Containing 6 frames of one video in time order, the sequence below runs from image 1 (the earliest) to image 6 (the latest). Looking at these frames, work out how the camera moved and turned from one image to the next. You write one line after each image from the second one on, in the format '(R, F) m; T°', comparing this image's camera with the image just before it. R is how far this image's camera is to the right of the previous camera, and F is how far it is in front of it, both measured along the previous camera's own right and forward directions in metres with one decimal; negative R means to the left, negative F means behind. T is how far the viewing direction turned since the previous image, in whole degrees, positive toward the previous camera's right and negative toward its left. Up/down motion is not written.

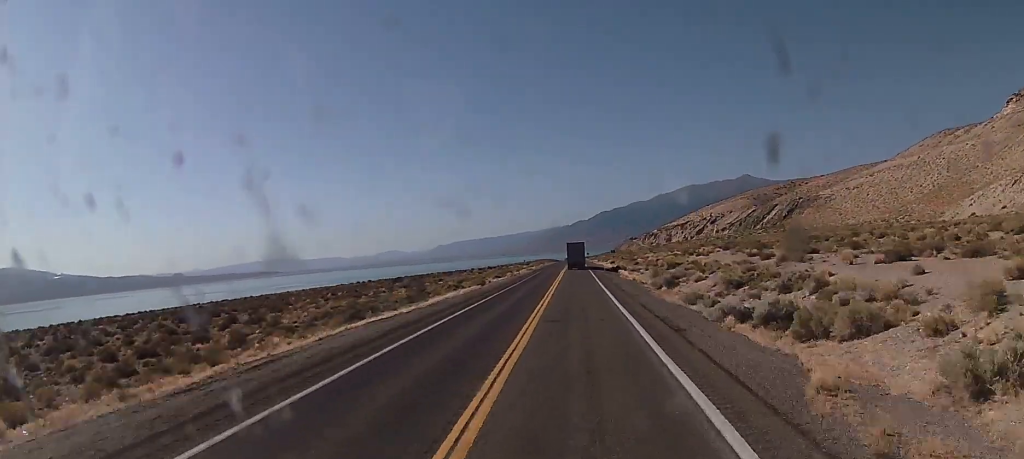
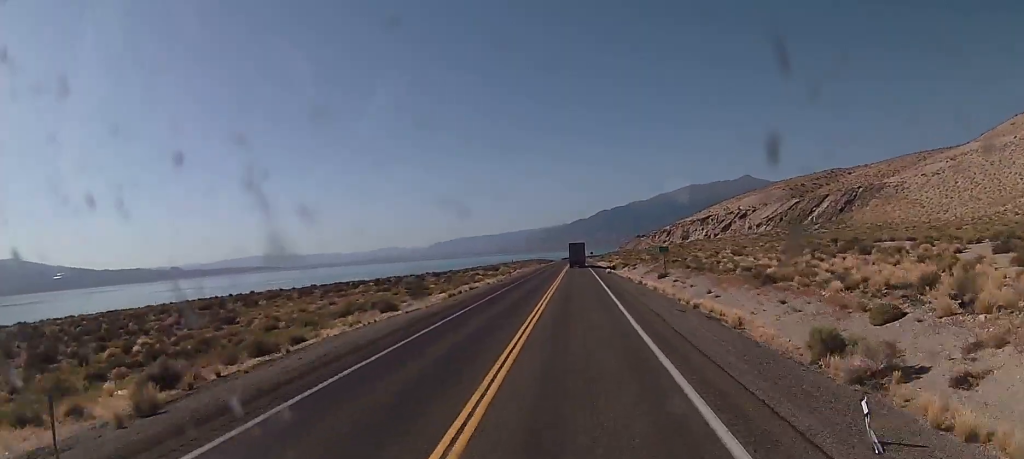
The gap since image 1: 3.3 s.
(+1.5, +87.3) m; +1°
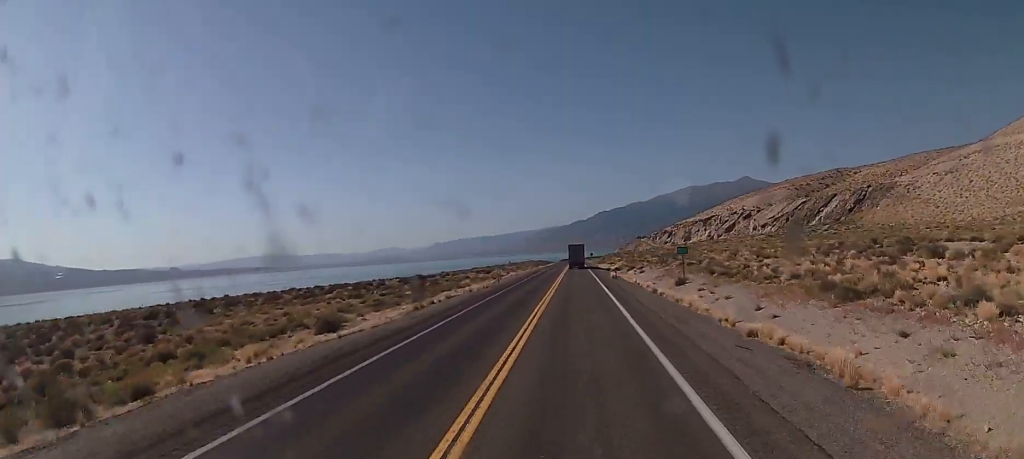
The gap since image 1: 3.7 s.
(0.0, +11.6) m; 0°
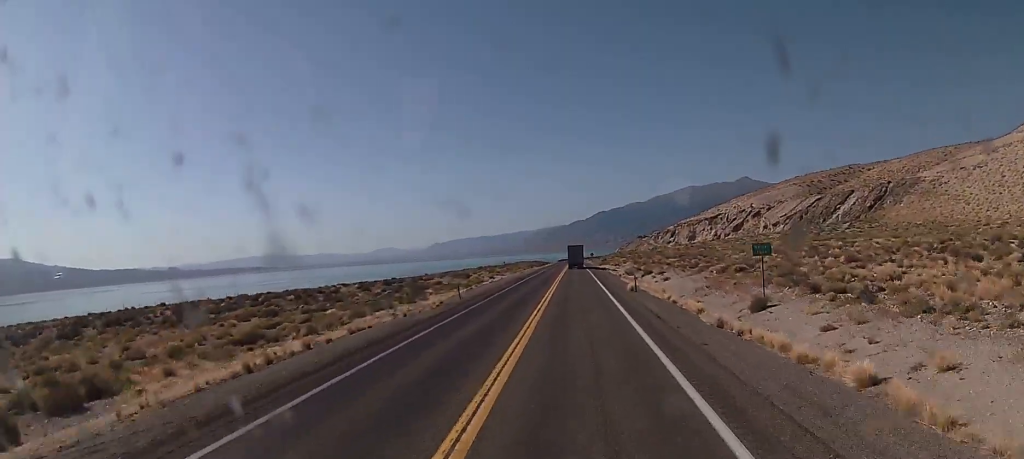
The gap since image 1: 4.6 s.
(0.0, +23.1) m; 0°
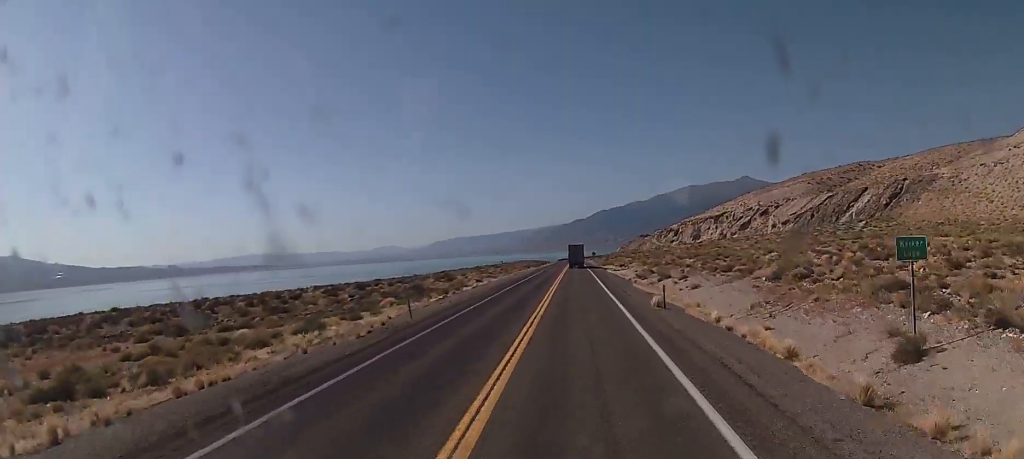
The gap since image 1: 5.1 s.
(0.0, +14.2) m; 0°
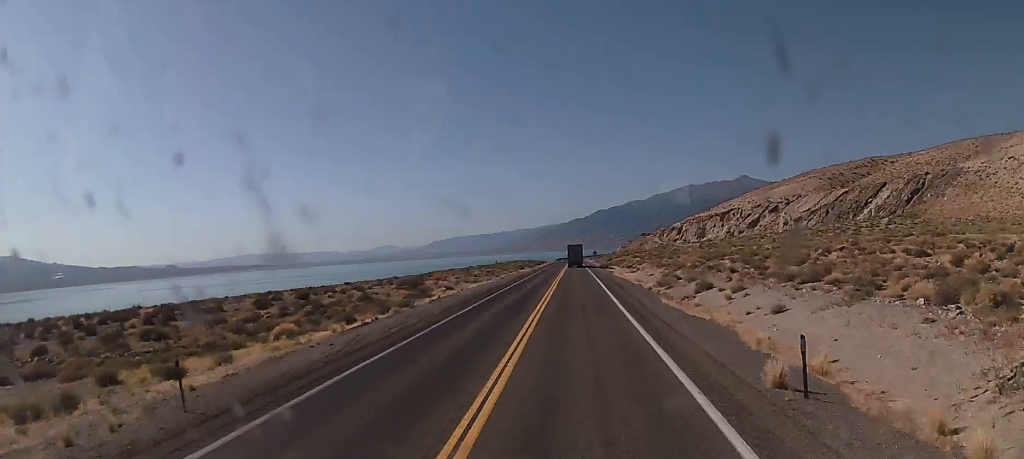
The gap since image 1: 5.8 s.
(0.0, +19.5) m; 0°
